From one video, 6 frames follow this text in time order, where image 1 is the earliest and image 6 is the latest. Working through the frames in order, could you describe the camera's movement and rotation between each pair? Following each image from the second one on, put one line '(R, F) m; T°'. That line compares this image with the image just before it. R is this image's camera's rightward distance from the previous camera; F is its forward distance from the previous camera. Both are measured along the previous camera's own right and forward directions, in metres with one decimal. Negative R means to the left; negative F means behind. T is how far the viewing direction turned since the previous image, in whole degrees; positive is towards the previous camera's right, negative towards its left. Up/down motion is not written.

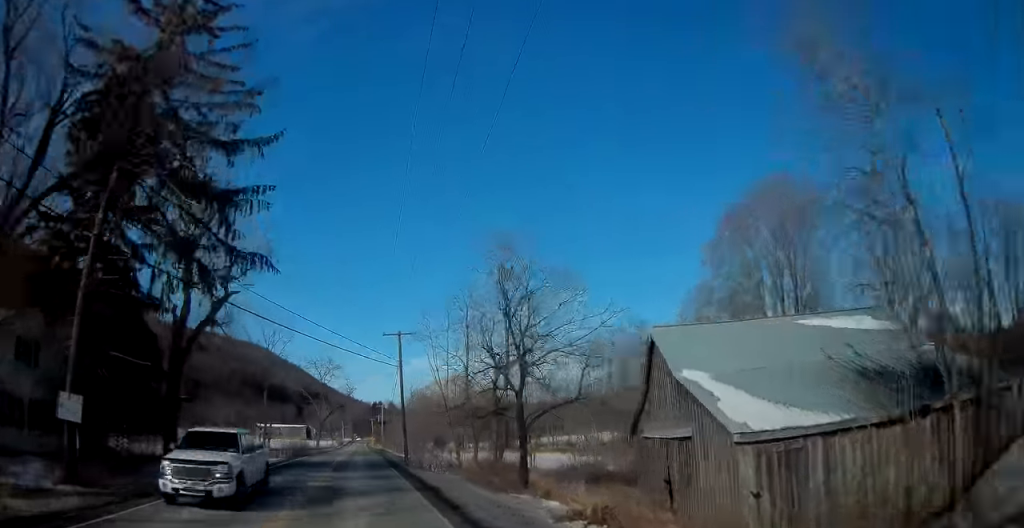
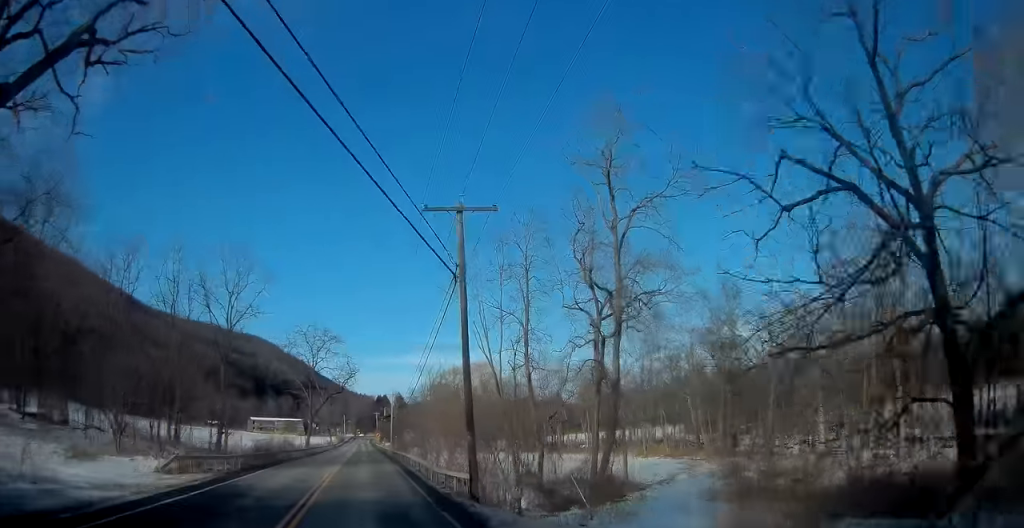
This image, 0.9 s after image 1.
(0.0, +23.1) m; +1°
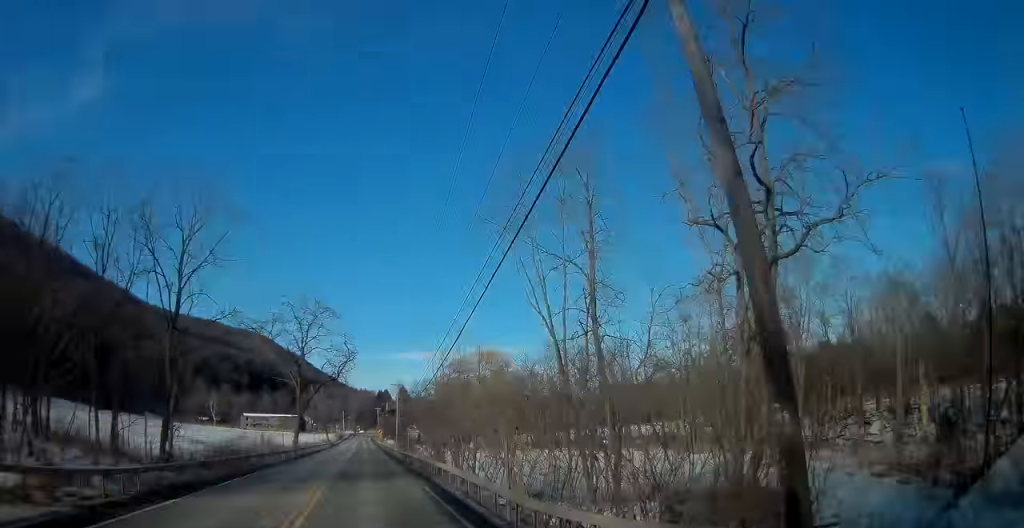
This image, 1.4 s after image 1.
(+0.1, +13.6) m; 0°
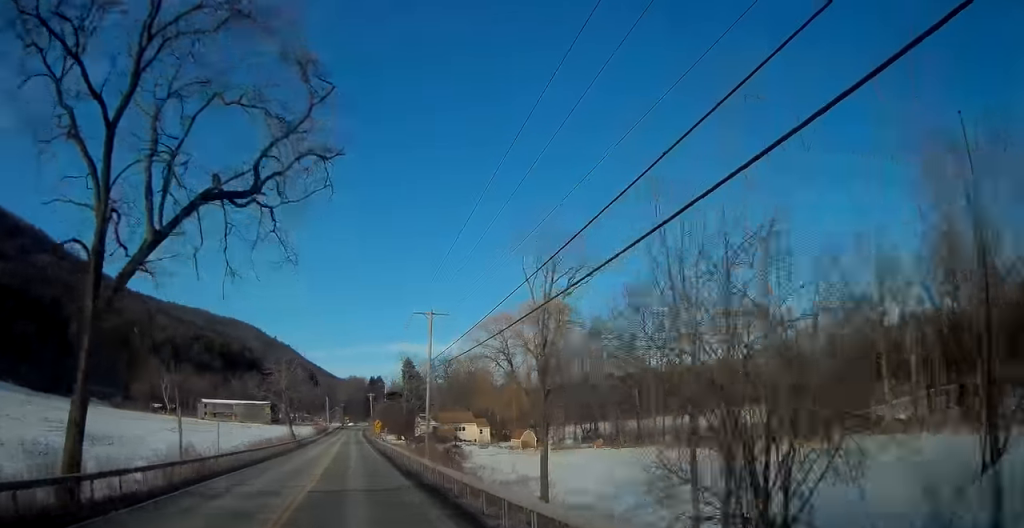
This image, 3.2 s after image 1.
(+0.1, +44.4) m; -1°
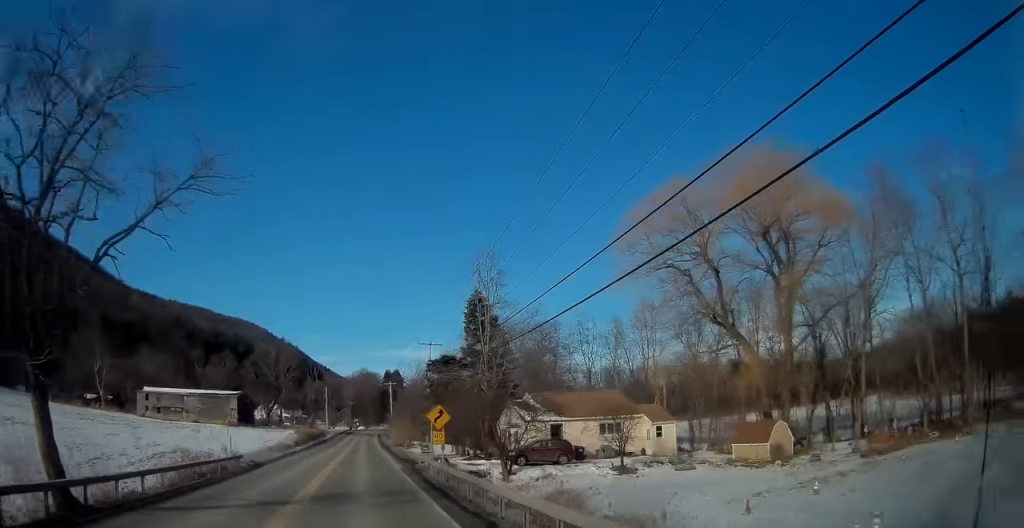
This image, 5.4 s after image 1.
(-0.1, +53.9) m; 0°
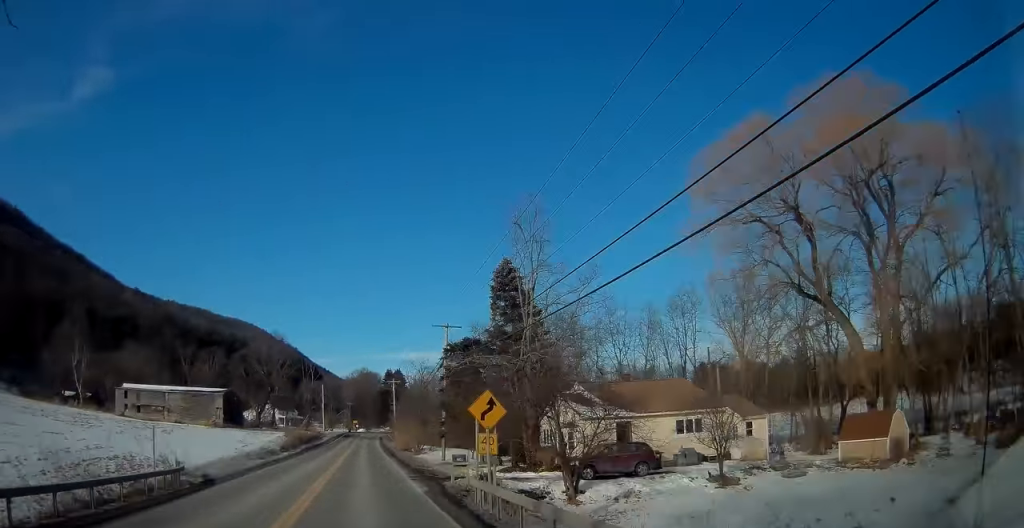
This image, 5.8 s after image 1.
(-0.1, +10.8) m; 0°
